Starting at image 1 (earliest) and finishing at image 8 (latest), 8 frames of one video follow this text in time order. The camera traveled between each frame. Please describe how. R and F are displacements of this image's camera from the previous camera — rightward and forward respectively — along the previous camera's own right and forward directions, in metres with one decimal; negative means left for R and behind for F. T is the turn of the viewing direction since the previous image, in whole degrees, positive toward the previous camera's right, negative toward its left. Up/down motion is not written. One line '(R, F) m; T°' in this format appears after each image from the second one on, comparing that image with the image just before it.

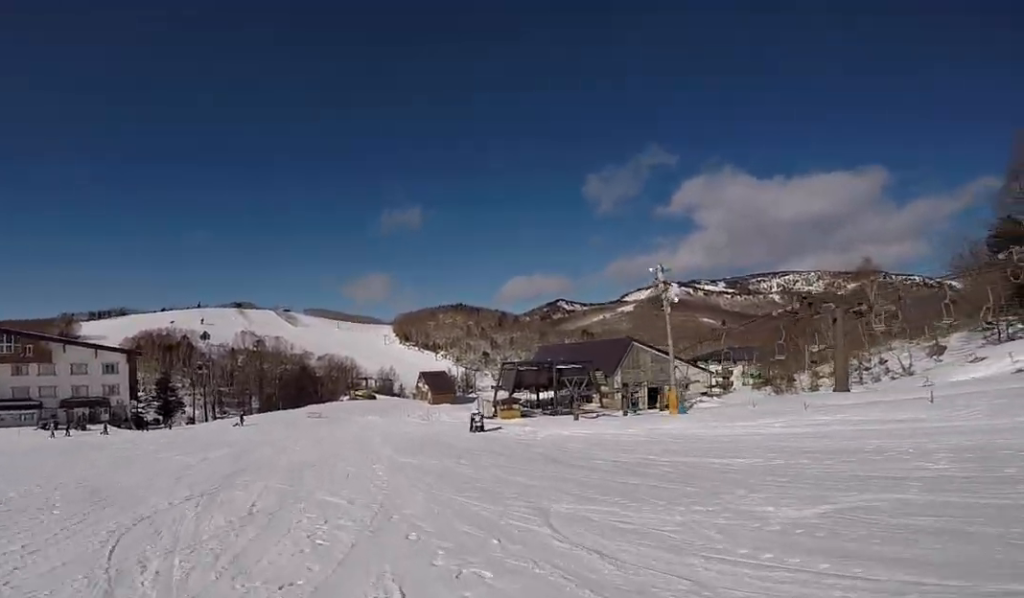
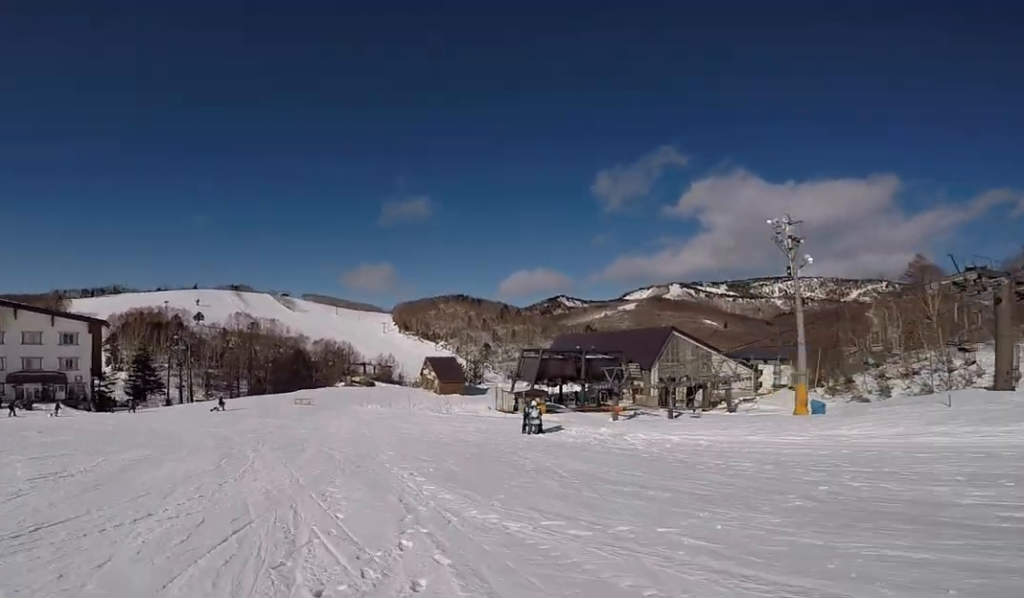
(+0.2, +9.3) m; +1°
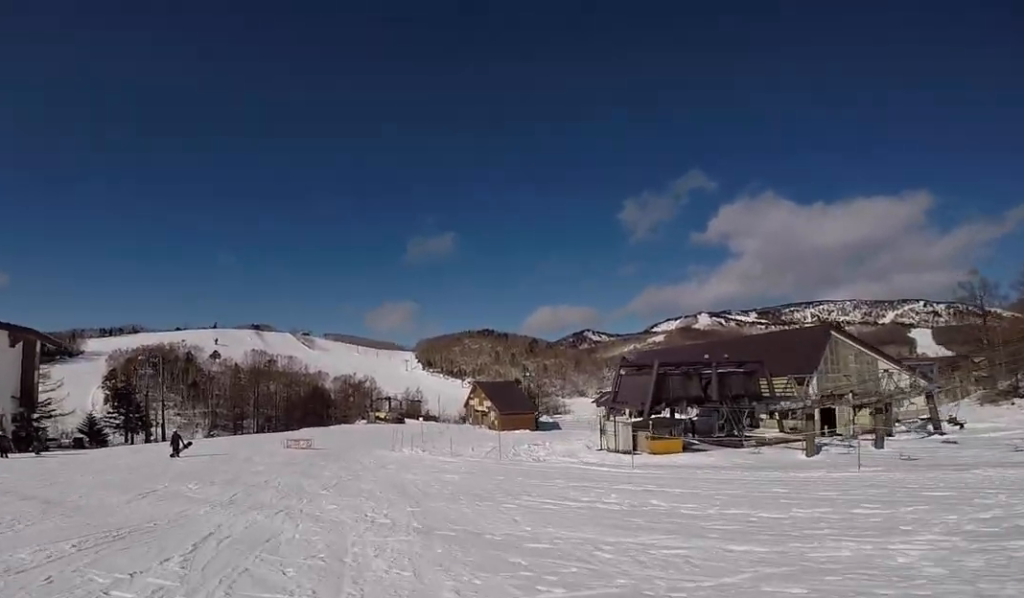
(-2.1, +18.3) m; -8°
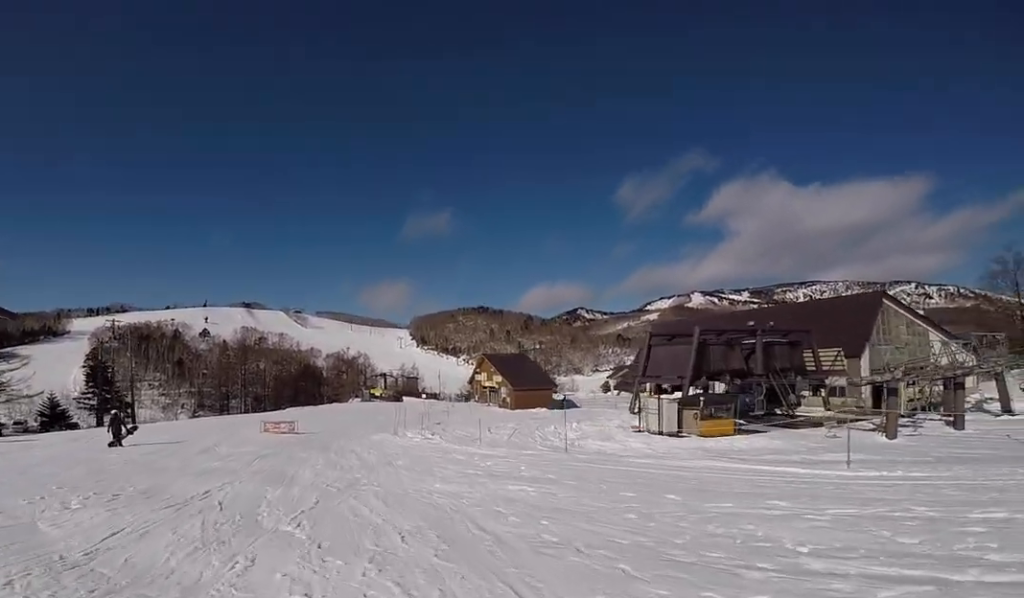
(+0.5, +5.9) m; +3°
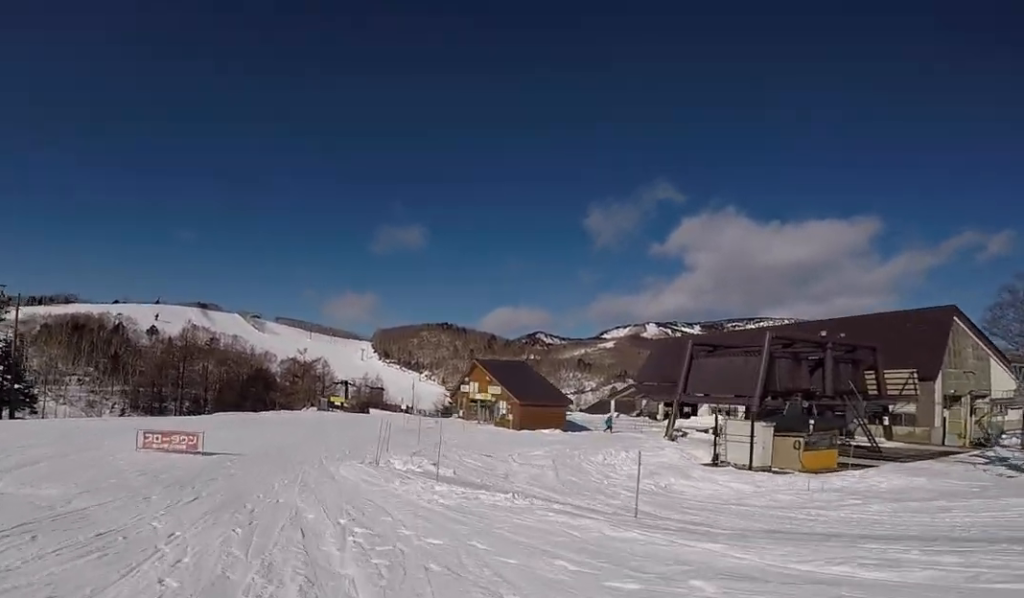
(+0.2, +10.1) m; +2°
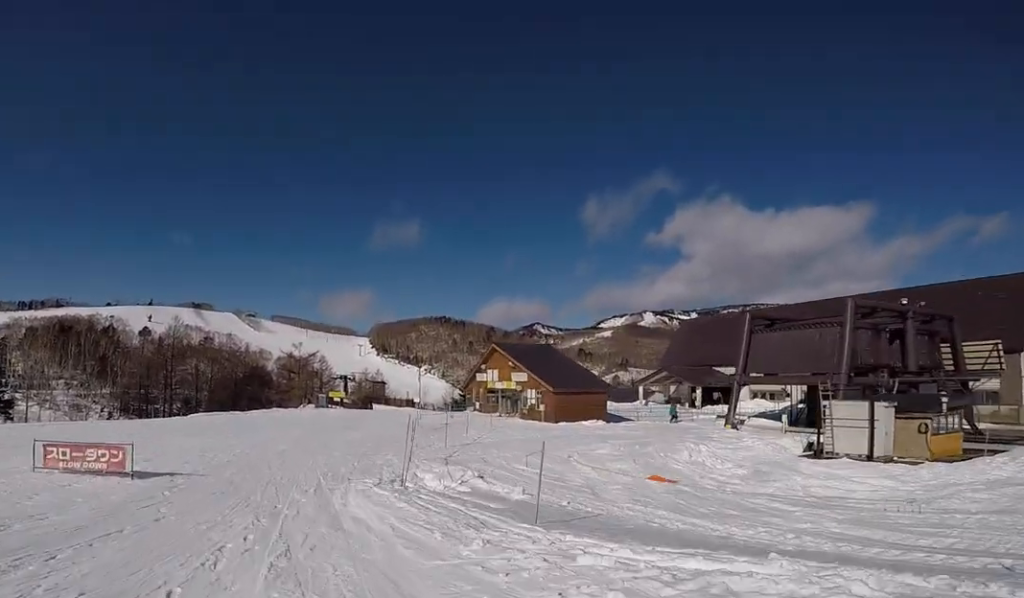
(+0.1, +5.0) m; 0°
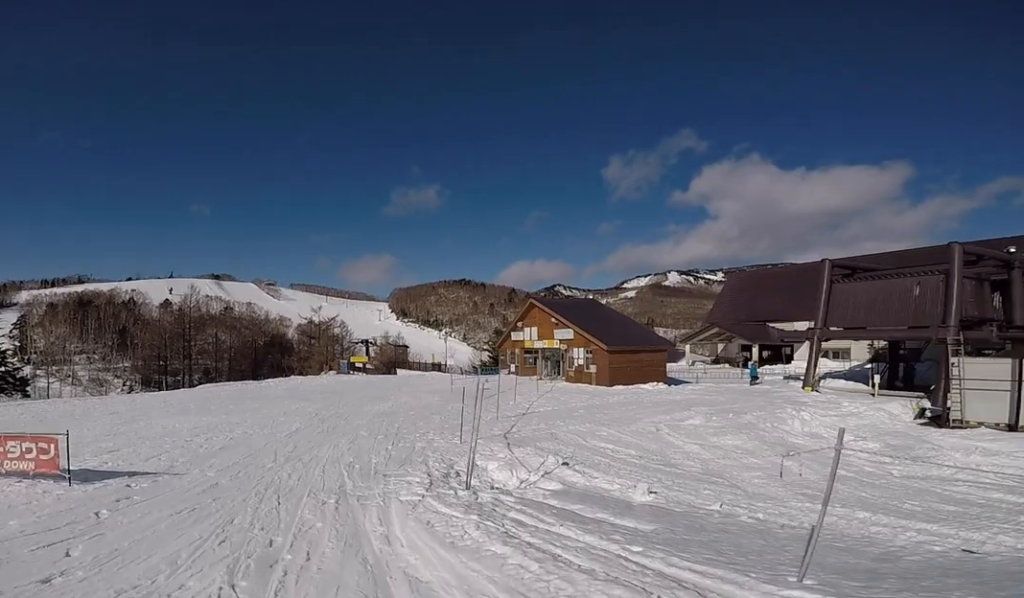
(+0.2, +3.2) m; 0°
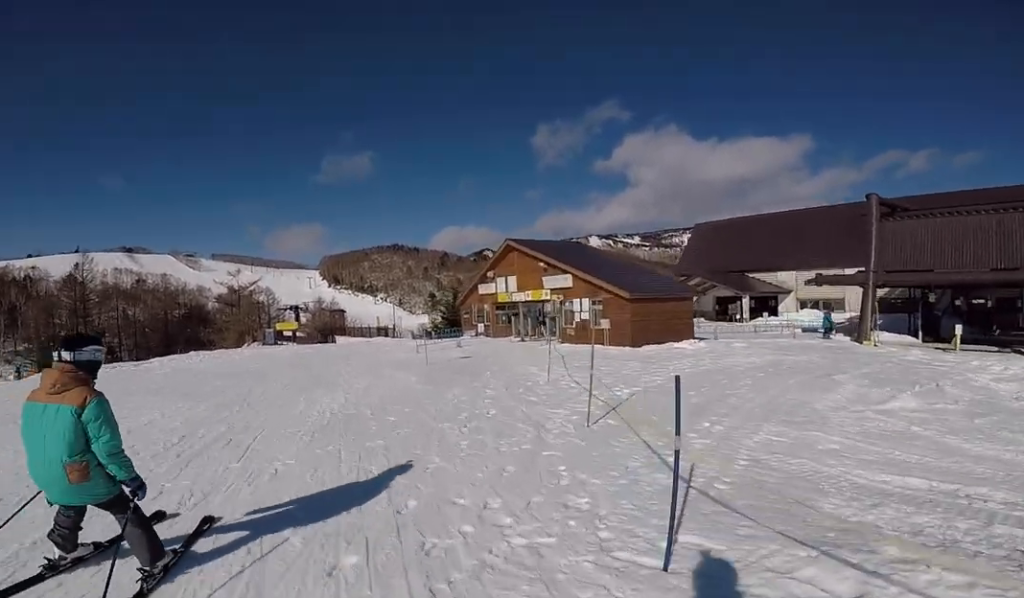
(-0.3, +7.0) m; +5°
